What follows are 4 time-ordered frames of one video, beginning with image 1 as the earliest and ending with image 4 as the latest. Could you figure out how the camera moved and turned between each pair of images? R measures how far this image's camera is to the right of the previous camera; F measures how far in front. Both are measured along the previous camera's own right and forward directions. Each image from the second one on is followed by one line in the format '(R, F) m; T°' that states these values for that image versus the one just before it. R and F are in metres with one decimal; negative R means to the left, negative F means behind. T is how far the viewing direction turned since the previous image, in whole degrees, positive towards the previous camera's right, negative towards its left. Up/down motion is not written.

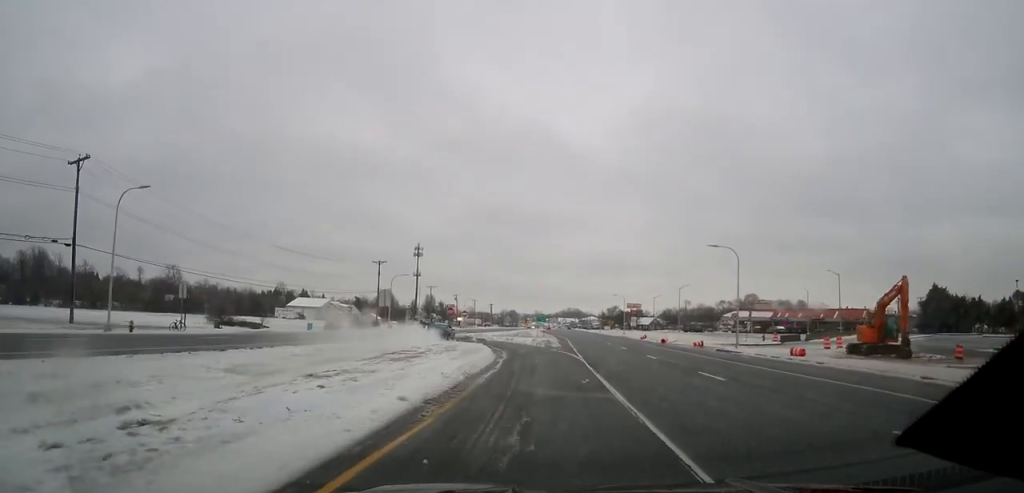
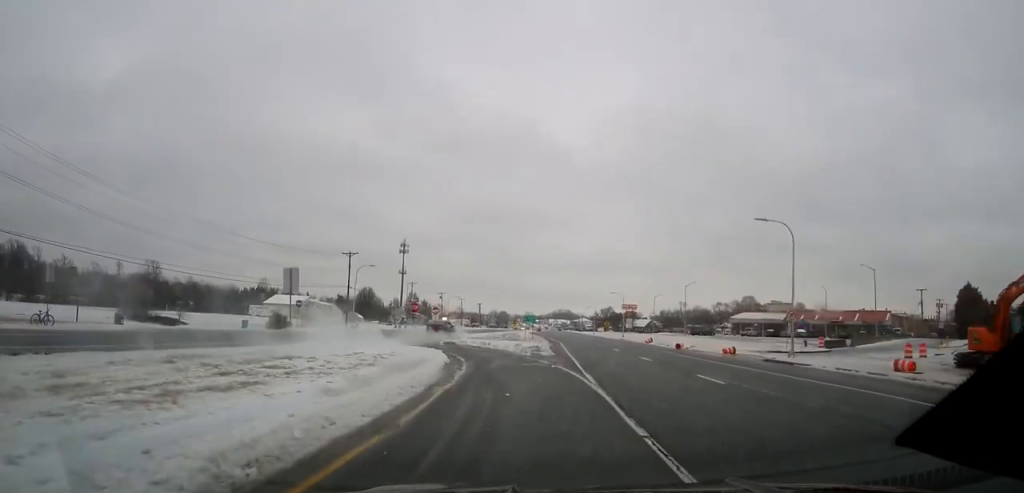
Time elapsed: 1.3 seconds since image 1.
(0.0, +13.3) m; +2°
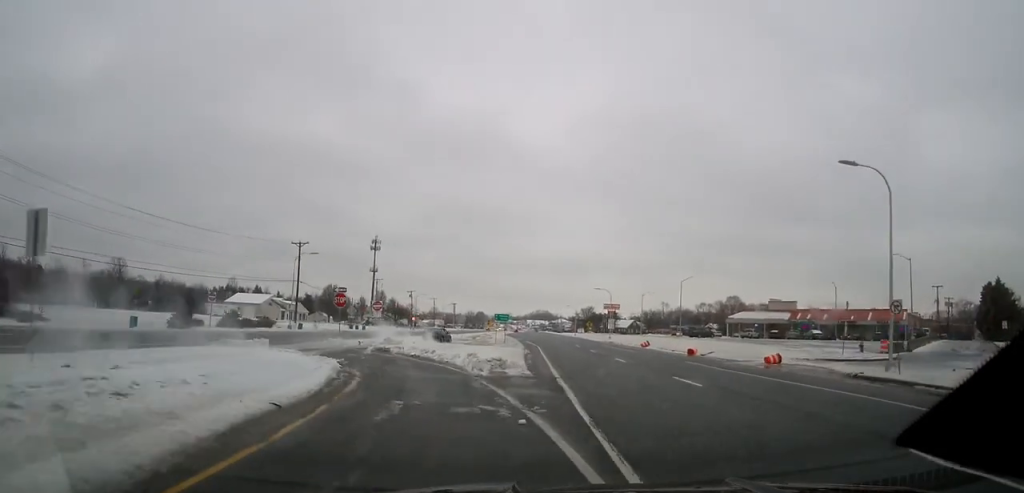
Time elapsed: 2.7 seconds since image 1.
(+0.4, +13.1) m; +3°
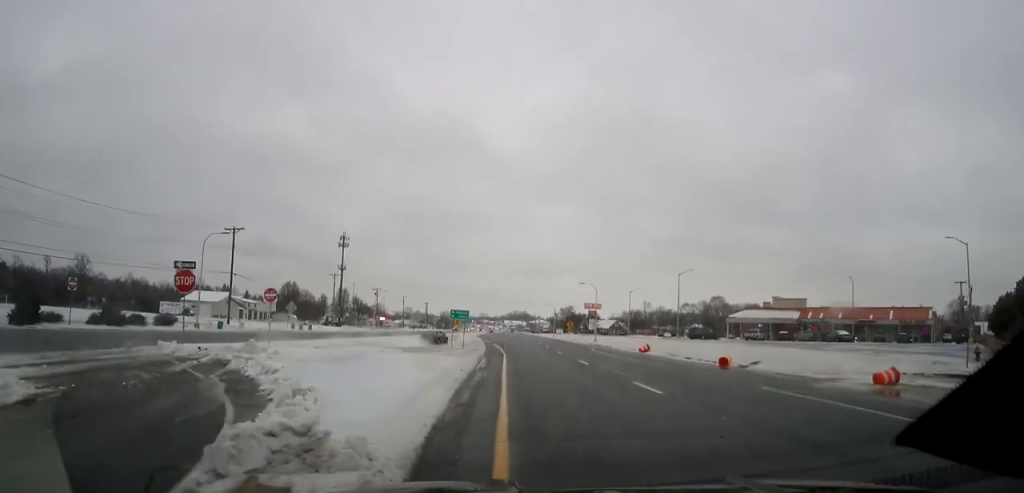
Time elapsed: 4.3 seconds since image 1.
(0.0, +14.3) m; 0°
